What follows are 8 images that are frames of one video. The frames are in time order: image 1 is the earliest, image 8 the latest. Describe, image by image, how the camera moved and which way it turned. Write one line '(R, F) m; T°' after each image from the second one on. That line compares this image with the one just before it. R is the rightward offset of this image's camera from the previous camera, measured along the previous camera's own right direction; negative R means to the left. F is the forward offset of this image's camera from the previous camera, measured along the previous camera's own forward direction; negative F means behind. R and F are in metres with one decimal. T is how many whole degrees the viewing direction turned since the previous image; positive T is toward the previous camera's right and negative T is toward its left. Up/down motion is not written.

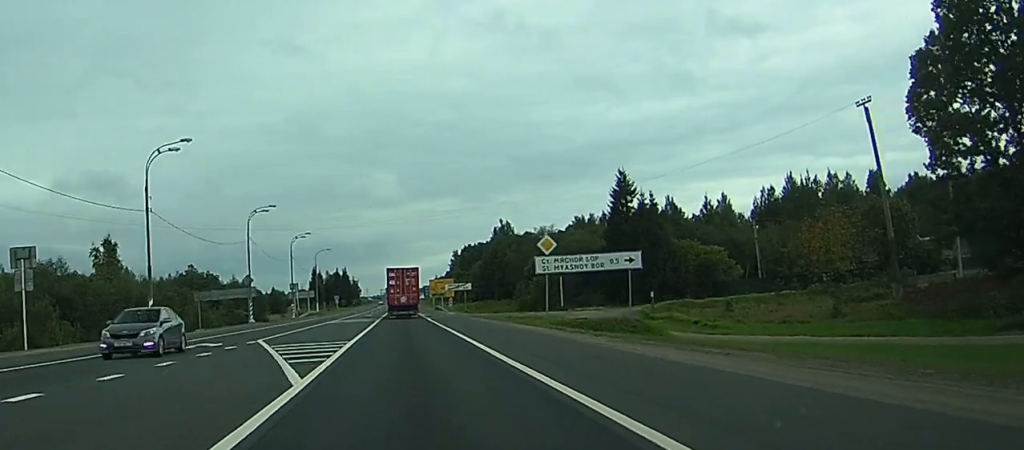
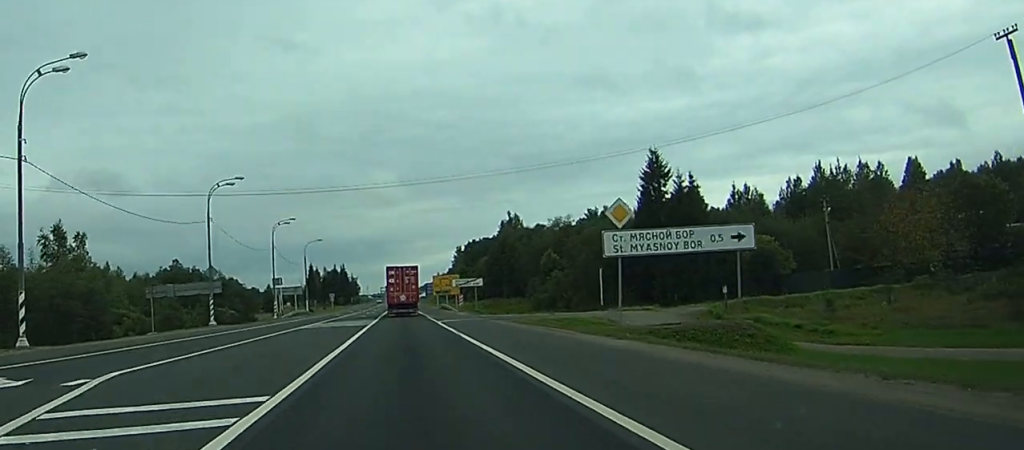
(0.0, +18.1) m; 0°
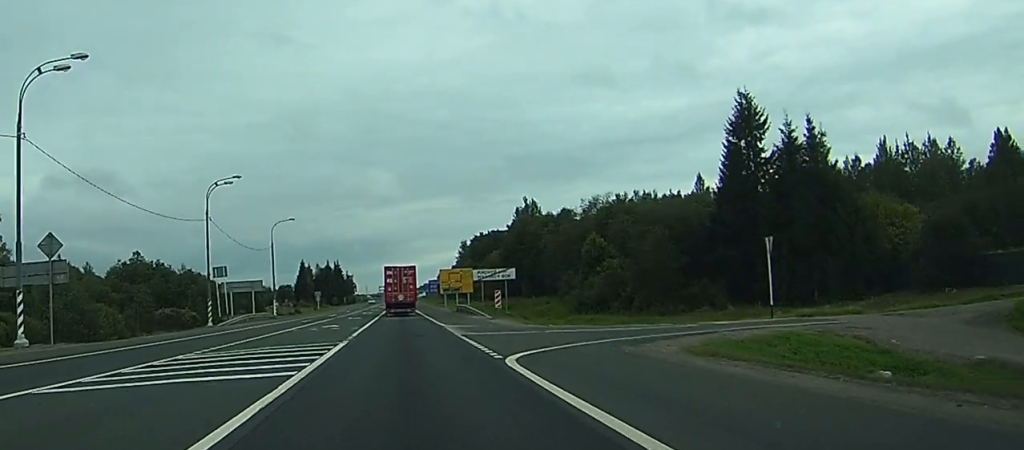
(+0.2, +34.5) m; +1°
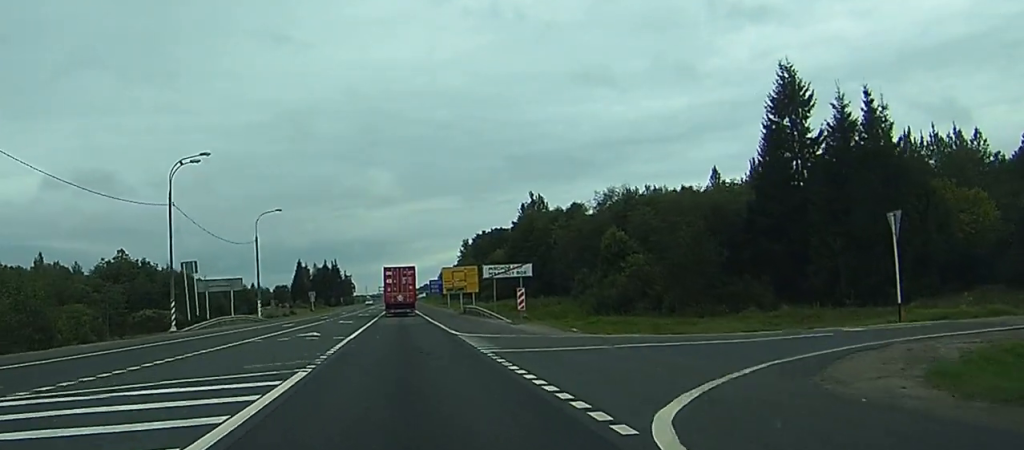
(0.0, +10.9) m; 0°
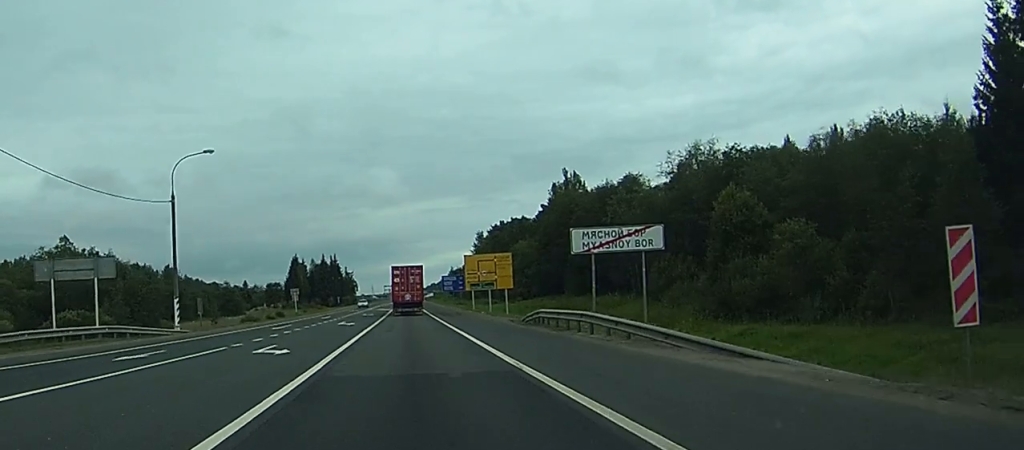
(+0.2, +35.5) m; 0°
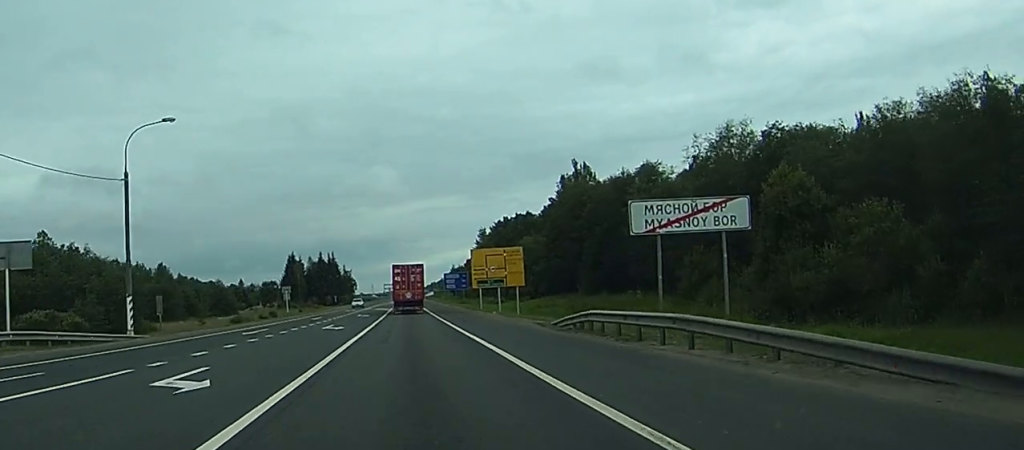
(0.0, +9.6) m; 0°
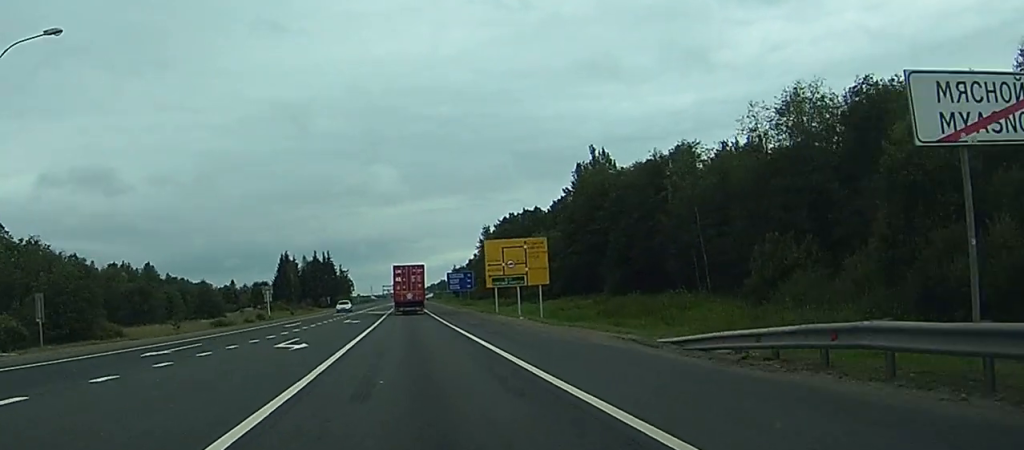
(-0.1, +15.9) m; 0°
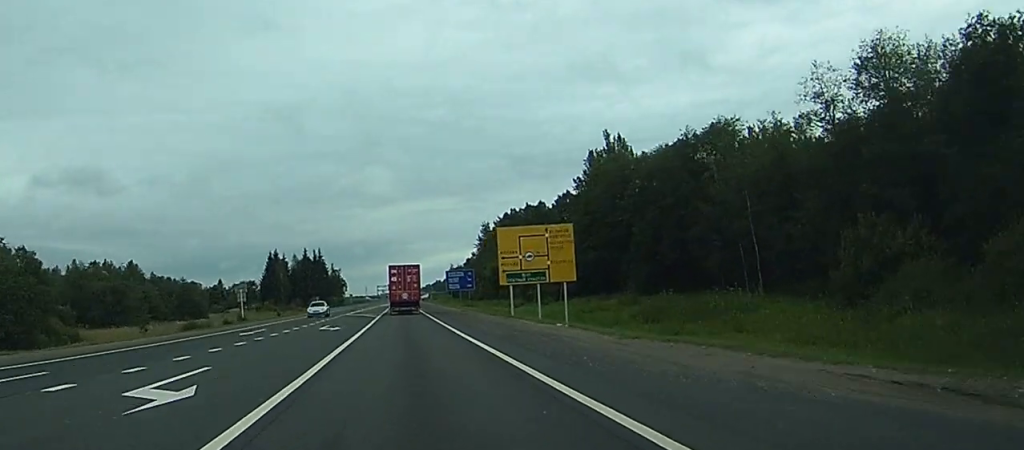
(0.0, +14.0) m; 0°
